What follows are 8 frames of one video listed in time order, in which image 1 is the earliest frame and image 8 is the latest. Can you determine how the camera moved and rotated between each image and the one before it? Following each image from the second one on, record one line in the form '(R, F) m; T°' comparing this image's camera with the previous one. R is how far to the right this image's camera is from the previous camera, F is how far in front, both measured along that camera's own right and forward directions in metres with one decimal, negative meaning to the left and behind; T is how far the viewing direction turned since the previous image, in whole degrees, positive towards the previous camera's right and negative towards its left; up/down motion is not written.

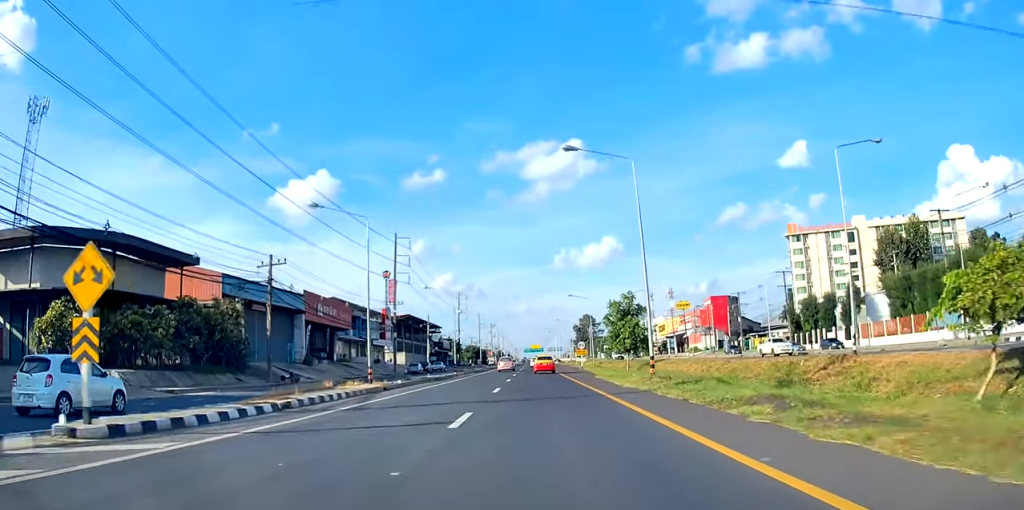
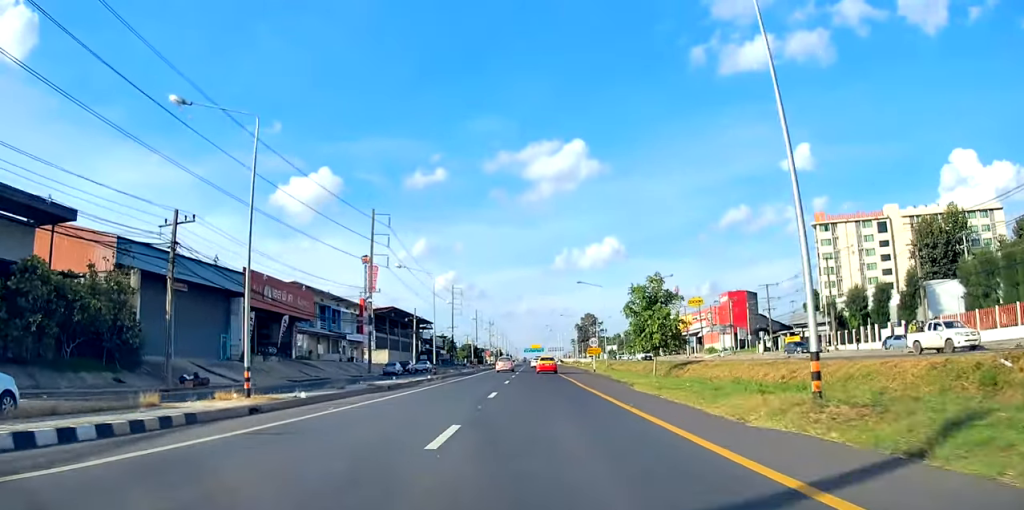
(-0.3, +13.9) m; 0°
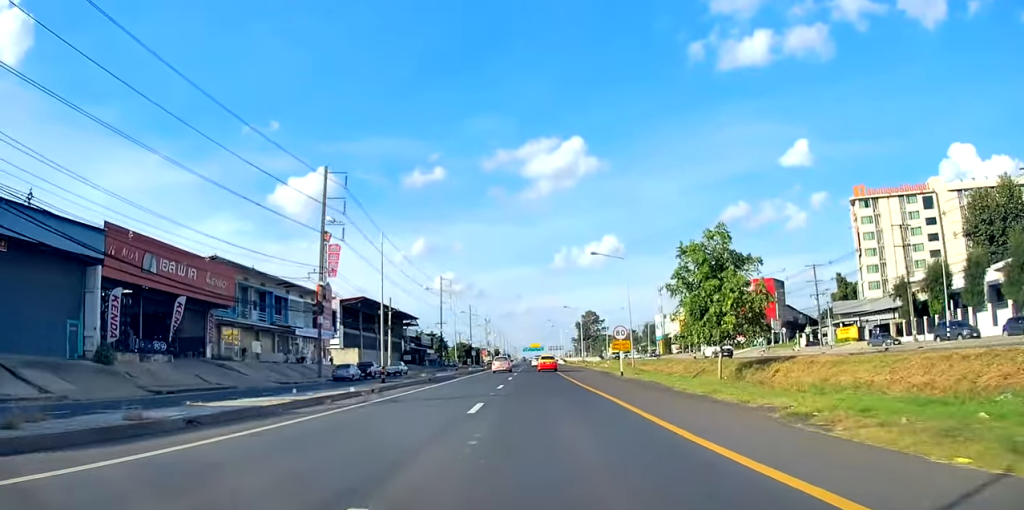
(+0.4, +18.4) m; +1°
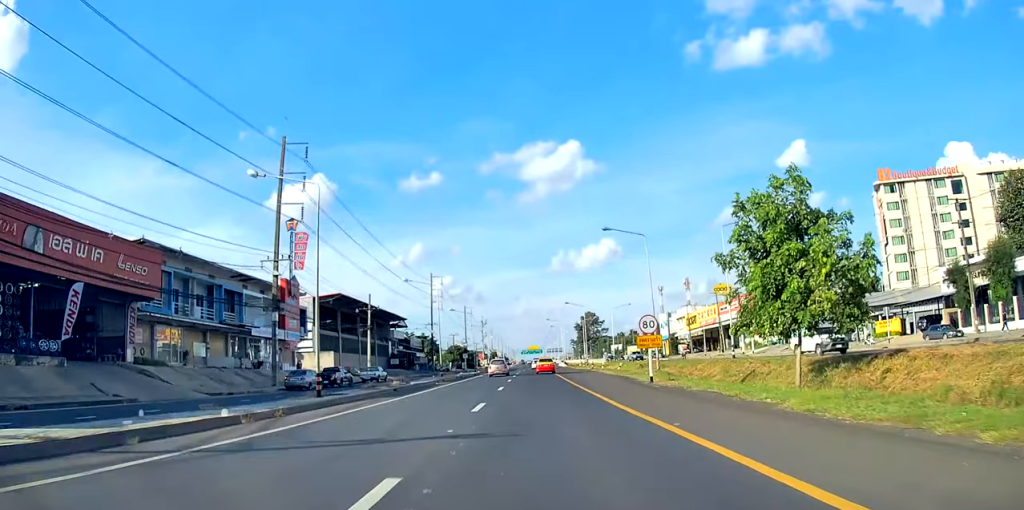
(0.0, +10.5) m; 0°
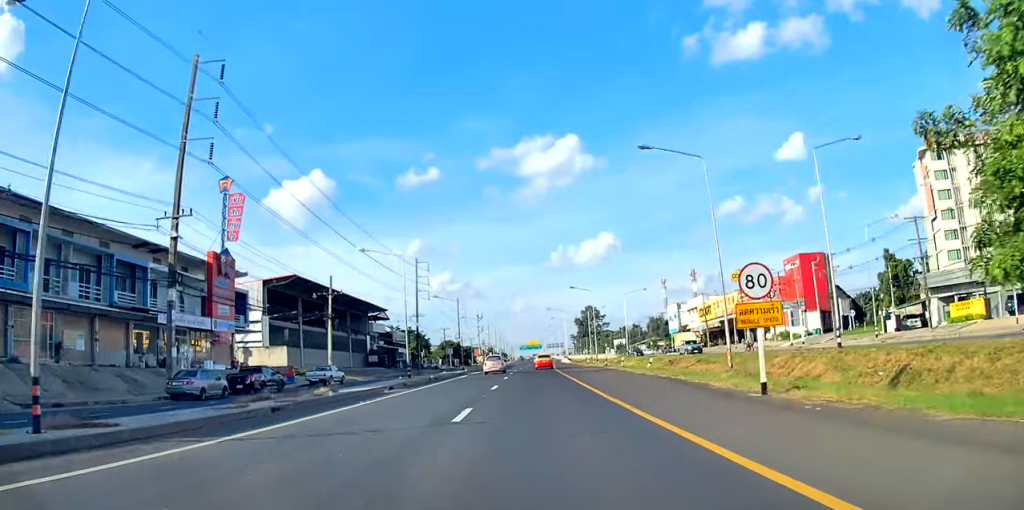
(0.0, +13.8) m; 0°
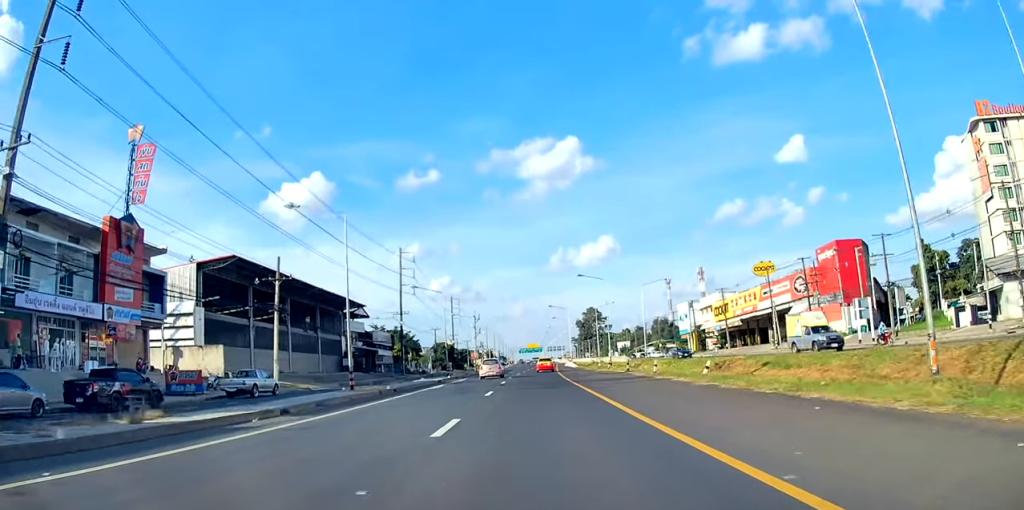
(0.0, +13.8) m; 0°
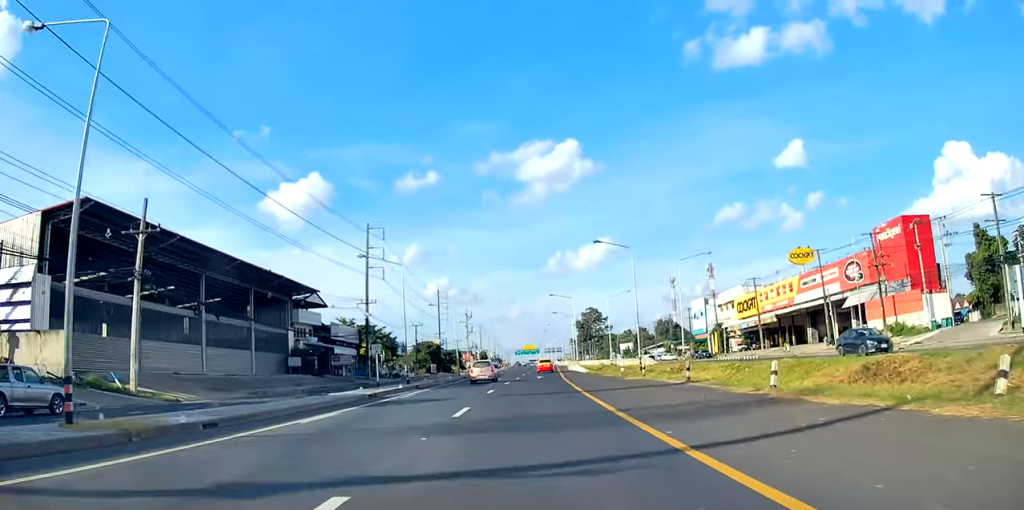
(-0.1, +17.9) m; 0°
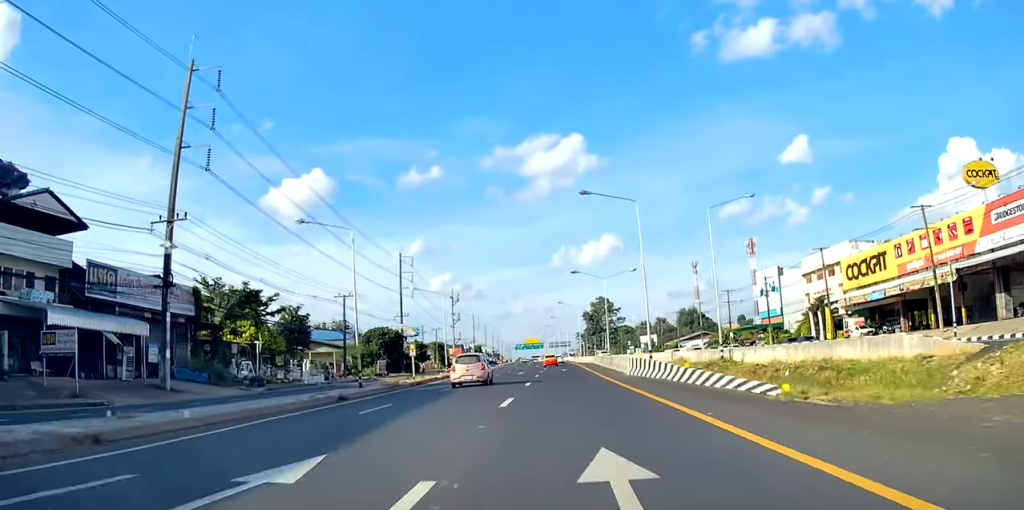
(+0.6, +45.2) m; +2°
